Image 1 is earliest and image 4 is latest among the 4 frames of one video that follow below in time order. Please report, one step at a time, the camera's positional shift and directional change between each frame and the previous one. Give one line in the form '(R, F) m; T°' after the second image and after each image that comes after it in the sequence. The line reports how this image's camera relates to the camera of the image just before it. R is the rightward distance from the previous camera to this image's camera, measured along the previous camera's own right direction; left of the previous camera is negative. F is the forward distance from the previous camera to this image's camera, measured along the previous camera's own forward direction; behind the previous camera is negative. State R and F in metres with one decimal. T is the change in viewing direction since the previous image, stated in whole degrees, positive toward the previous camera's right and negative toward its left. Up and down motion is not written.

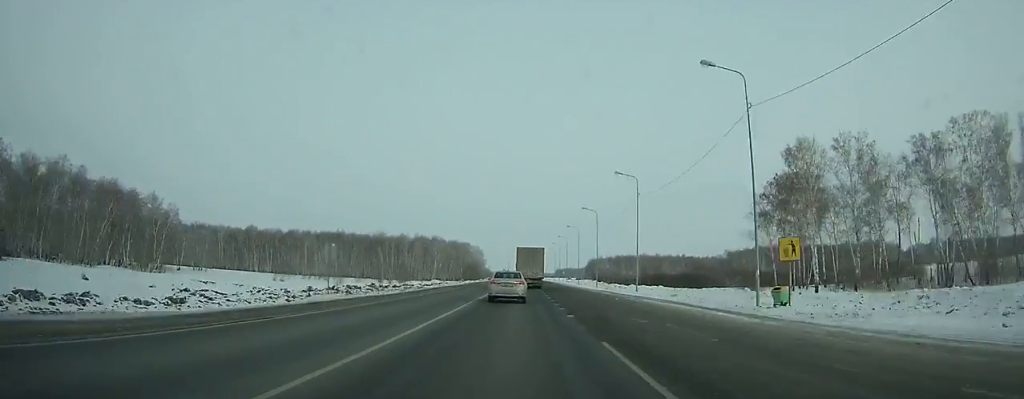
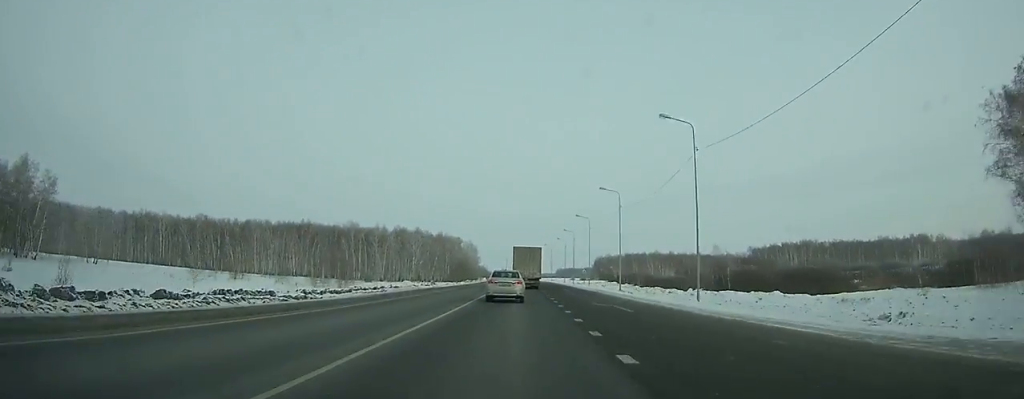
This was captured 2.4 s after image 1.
(-0.1, +50.4) m; 0°
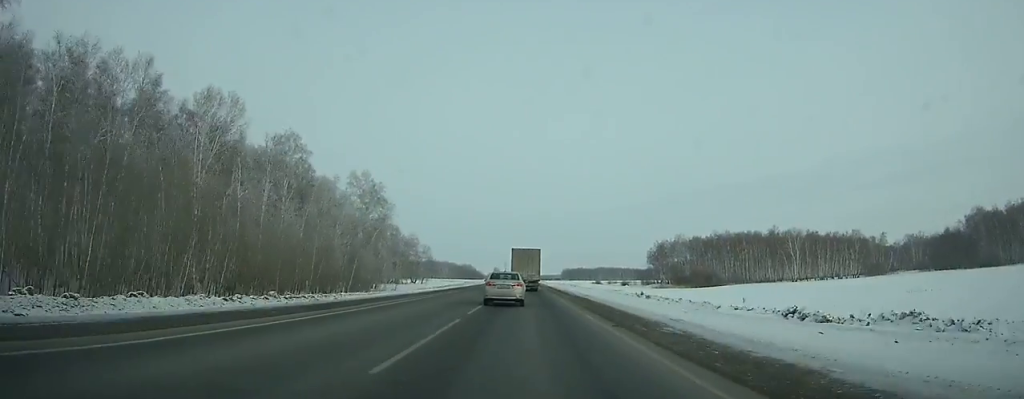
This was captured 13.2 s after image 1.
(+1.0, +224.9) m; +1°
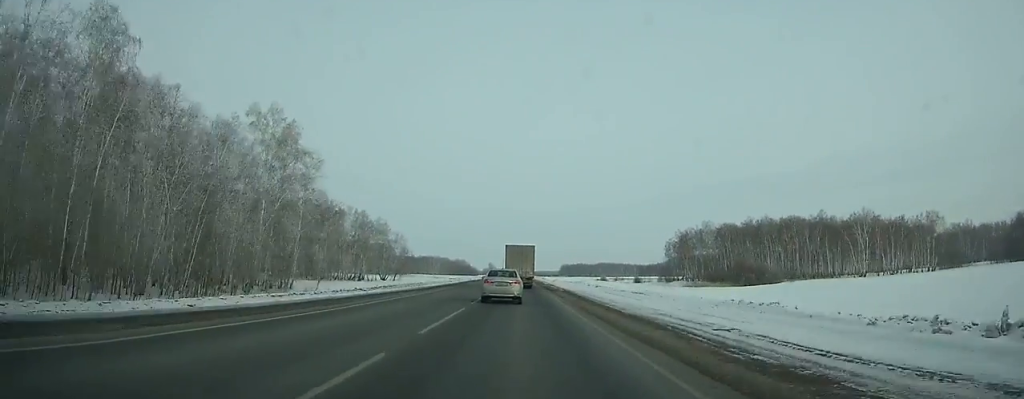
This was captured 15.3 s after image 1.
(+0.1, +43.3) m; 0°
